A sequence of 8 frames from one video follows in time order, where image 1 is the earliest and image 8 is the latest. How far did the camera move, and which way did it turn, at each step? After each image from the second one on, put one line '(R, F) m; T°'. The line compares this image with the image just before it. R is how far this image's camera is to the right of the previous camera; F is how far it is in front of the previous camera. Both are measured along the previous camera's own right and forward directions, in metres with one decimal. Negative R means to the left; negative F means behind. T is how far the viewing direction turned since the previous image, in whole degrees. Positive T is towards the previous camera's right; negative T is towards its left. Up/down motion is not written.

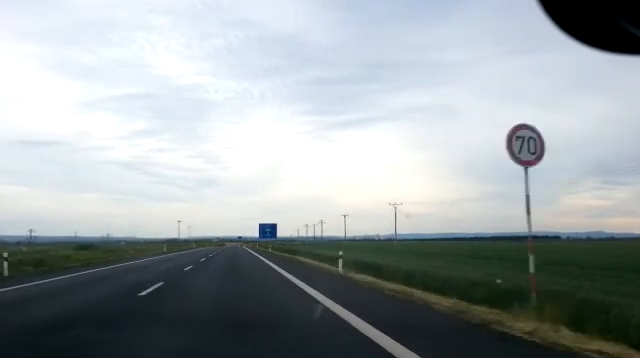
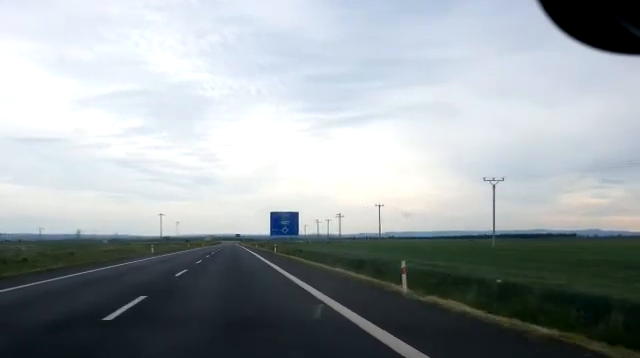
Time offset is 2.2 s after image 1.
(+0.5, +46.9) m; +1°
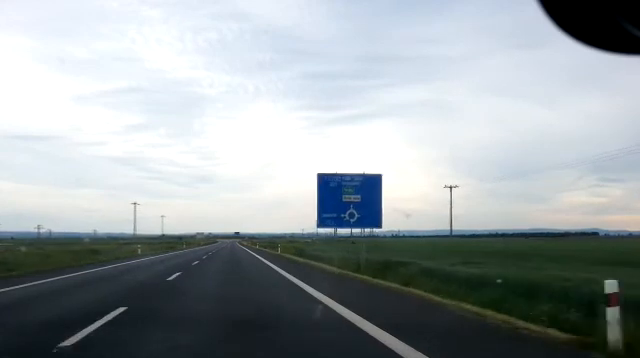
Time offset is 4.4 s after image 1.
(-0.2, +45.6) m; 0°
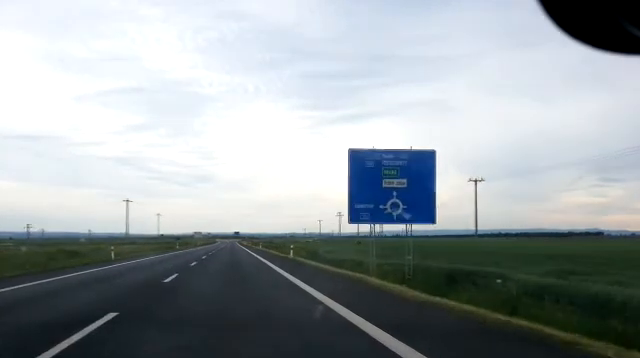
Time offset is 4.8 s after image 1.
(+0.1, +9.4) m; 0°
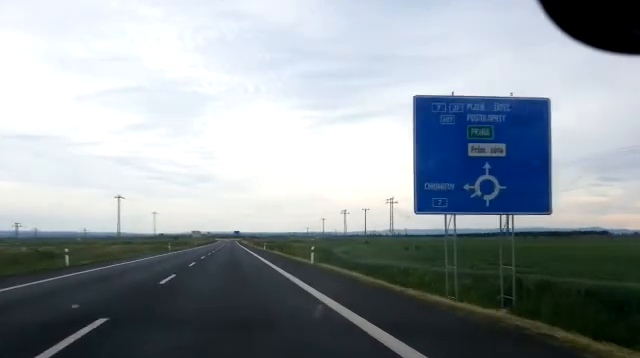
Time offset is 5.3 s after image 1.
(-0.1, +9.3) m; 0°
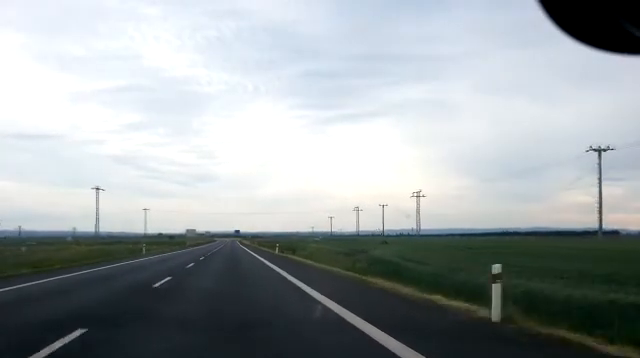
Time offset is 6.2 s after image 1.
(-0.2, +18.5) m; 0°
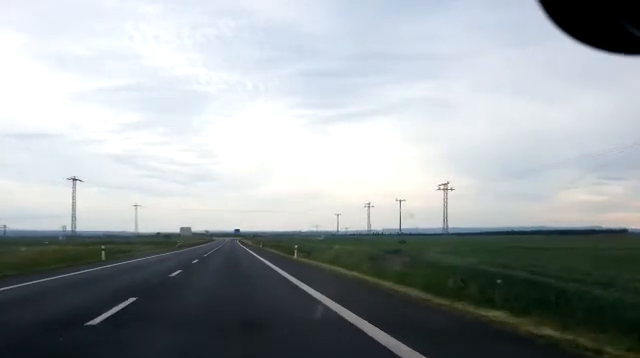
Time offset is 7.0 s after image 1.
(0.0, +14.4) m; 0°
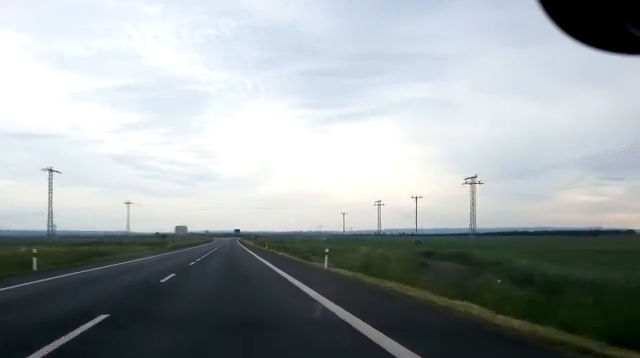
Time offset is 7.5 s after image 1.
(+0.1, +10.9) m; 0°
